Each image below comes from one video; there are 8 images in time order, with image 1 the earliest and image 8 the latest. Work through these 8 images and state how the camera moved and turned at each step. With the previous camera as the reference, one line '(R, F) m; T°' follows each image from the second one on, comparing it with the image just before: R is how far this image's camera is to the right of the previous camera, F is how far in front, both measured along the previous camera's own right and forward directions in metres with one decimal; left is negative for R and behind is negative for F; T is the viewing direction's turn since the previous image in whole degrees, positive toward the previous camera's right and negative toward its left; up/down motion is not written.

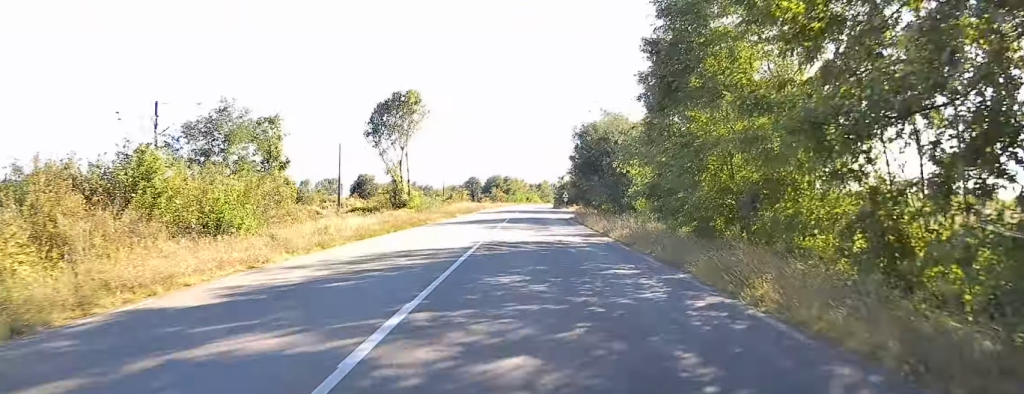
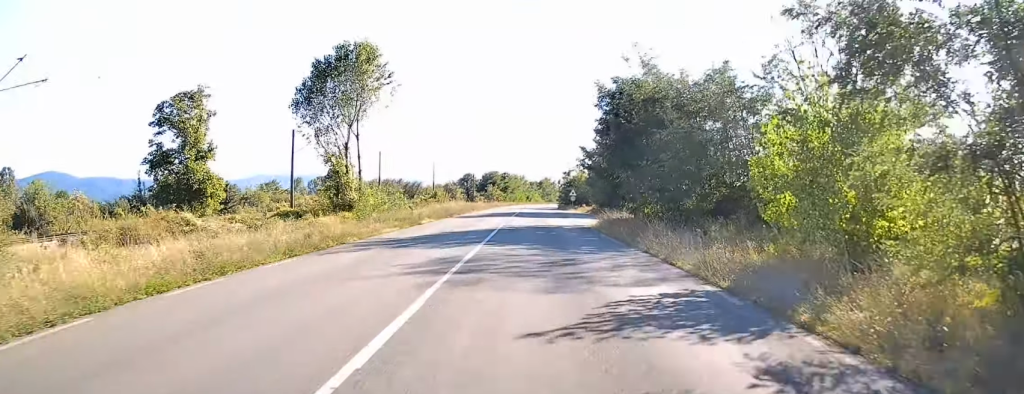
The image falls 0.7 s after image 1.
(0.0, +17.9) m; 0°
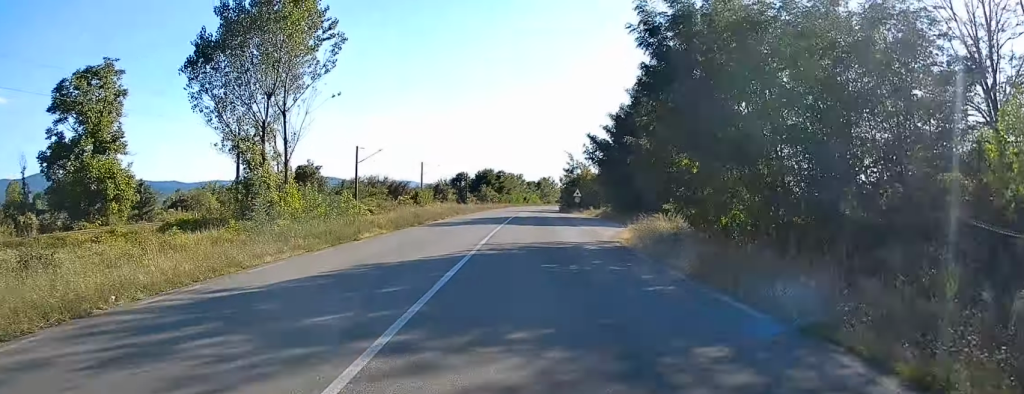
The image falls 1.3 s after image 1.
(0.0, +13.0) m; 0°
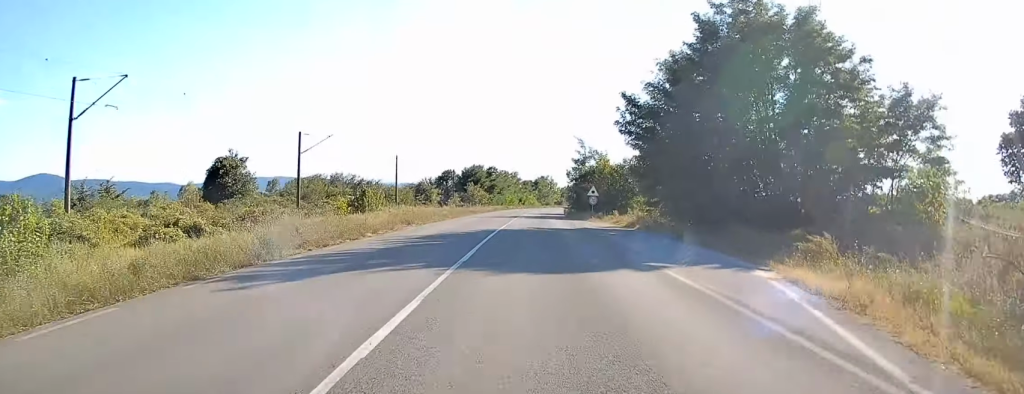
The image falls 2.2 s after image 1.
(+0.2, +22.8) m; 0°
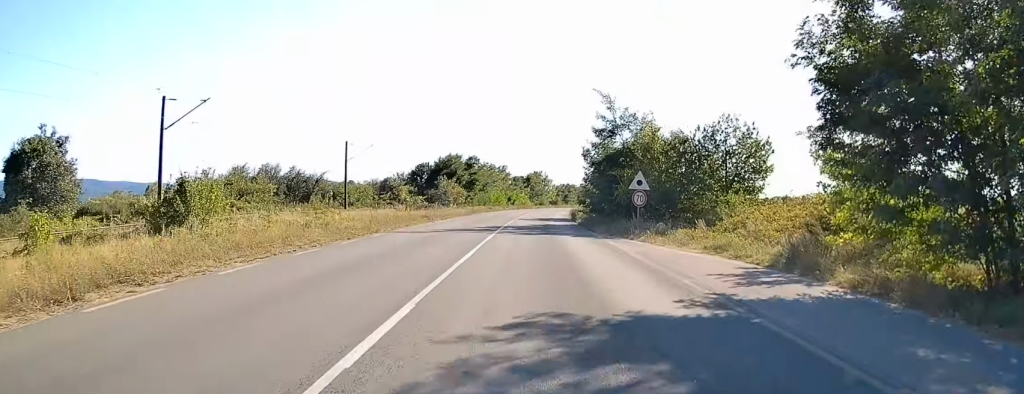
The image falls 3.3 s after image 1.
(-0.1, +27.2) m; +1°
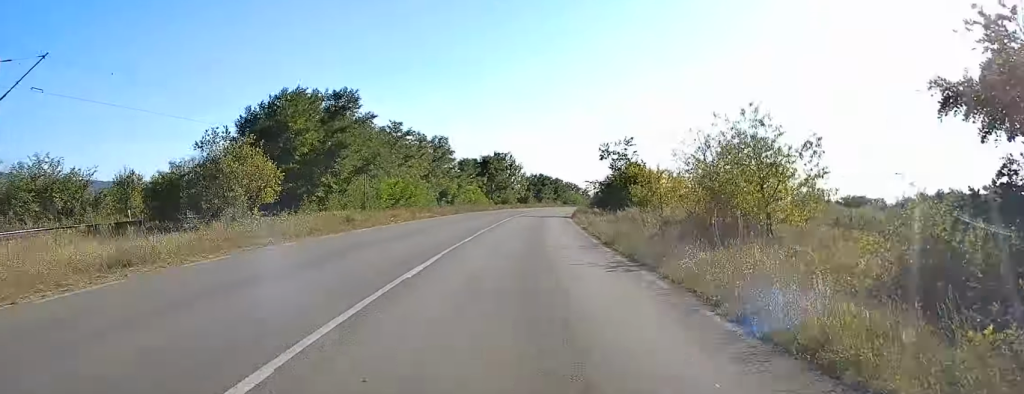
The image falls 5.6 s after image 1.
(+1.6, +57.0) m; +3°
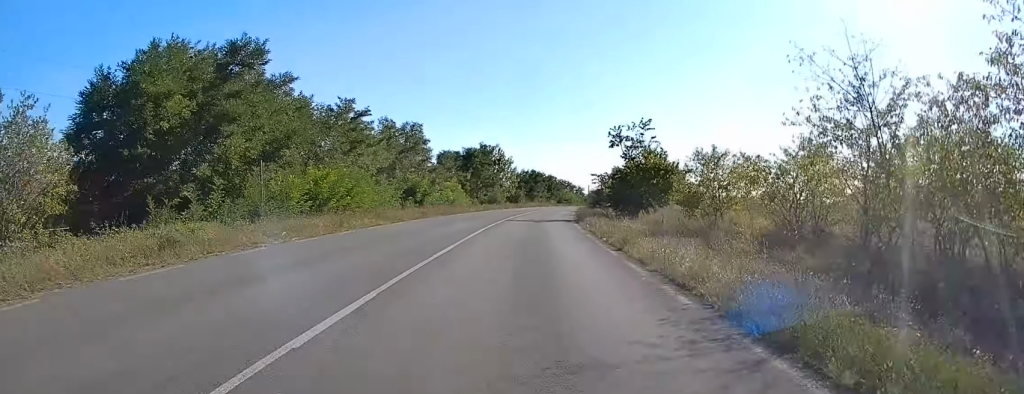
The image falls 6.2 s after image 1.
(+0.1, +14.0) m; +1°
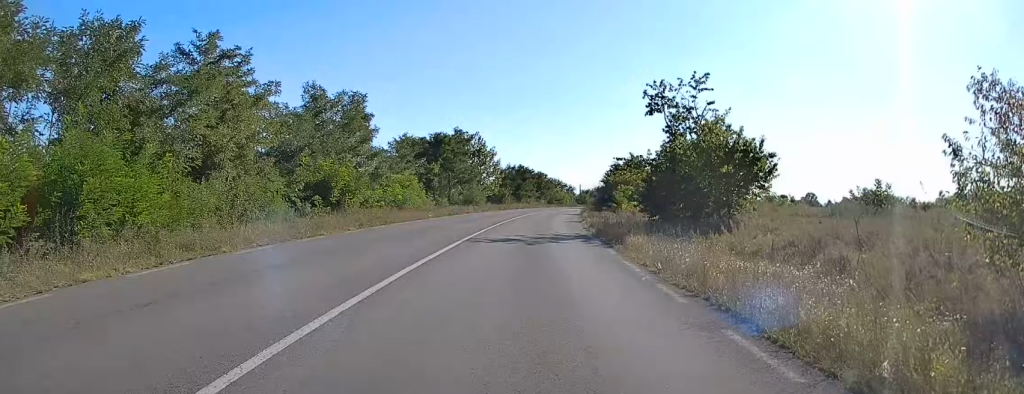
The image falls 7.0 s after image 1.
(+0.1, +20.1) m; +1°
